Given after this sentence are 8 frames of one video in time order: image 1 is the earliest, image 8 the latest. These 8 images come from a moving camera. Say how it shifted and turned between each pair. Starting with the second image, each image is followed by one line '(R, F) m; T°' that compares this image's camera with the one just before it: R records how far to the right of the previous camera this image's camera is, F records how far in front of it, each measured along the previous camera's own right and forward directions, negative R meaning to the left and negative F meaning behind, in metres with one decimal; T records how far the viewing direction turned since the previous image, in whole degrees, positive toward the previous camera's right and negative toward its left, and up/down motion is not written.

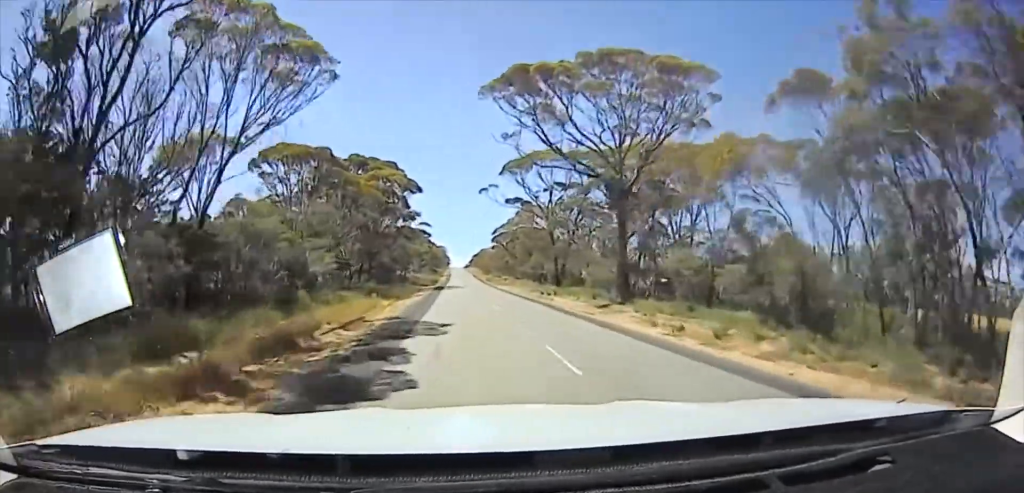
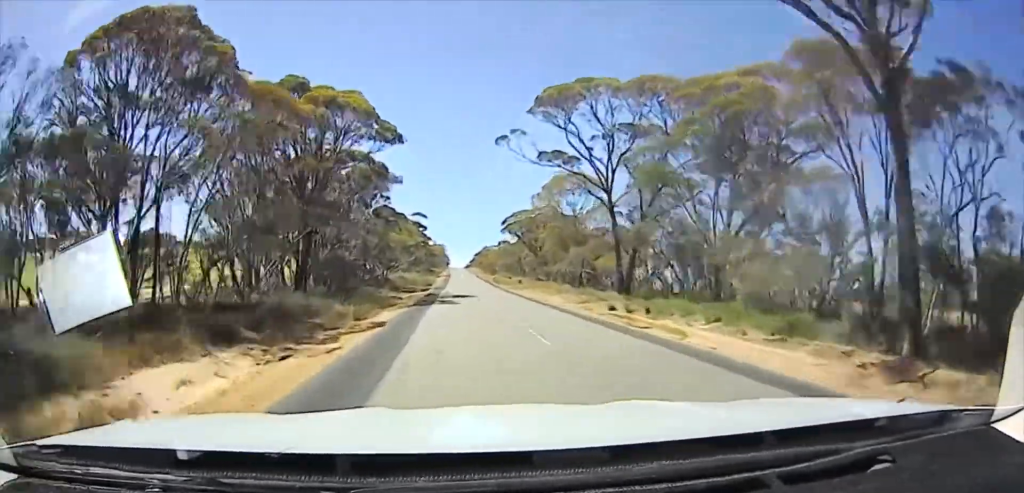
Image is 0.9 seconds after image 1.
(-0.2, +26.6) m; 0°
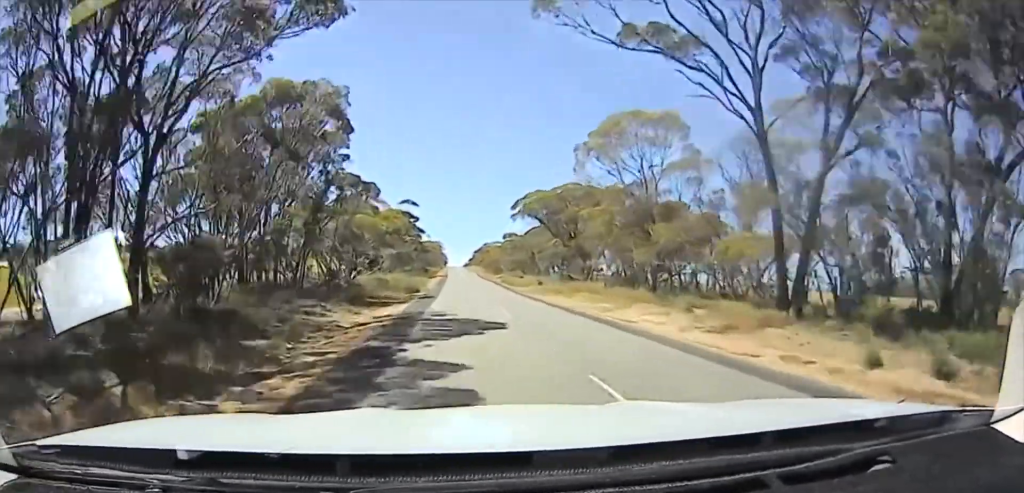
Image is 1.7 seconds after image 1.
(-0.1, +24.9) m; 0°
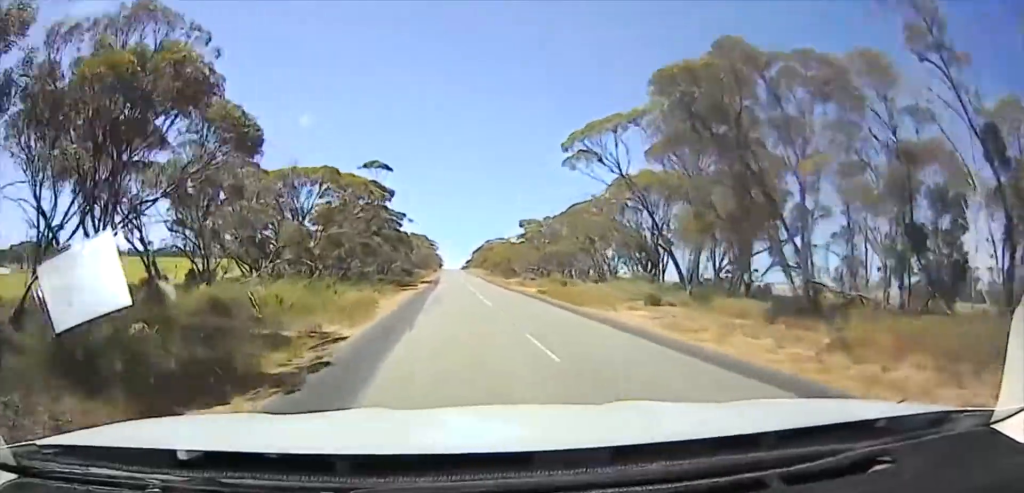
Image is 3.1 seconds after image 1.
(0.0, +43.3) m; 0°
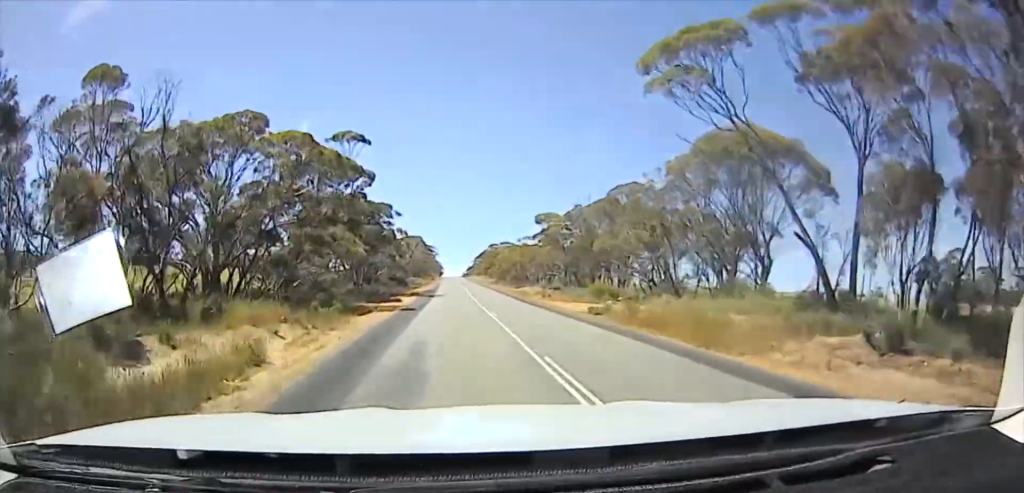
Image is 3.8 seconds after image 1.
(0.0, +17.6) m; 0°
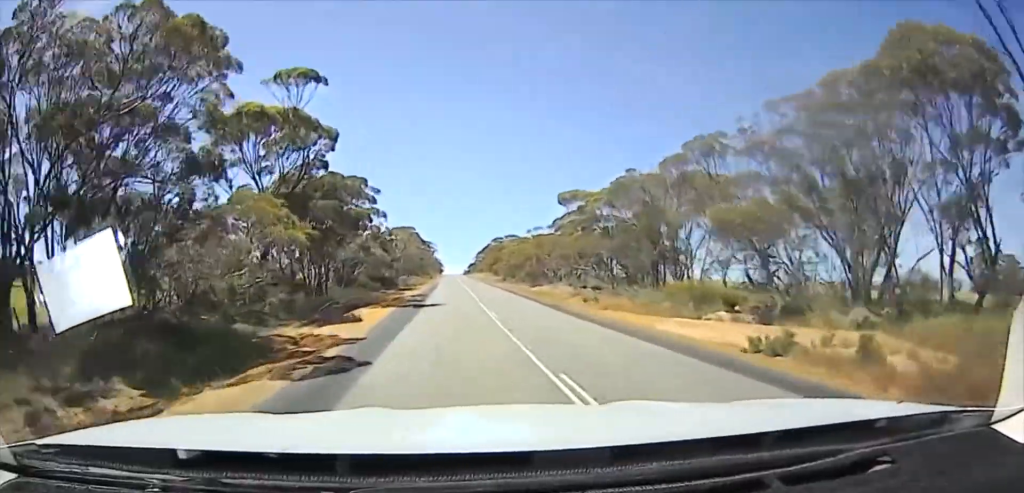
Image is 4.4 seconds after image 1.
(+0.1, +14.5) m; +1°
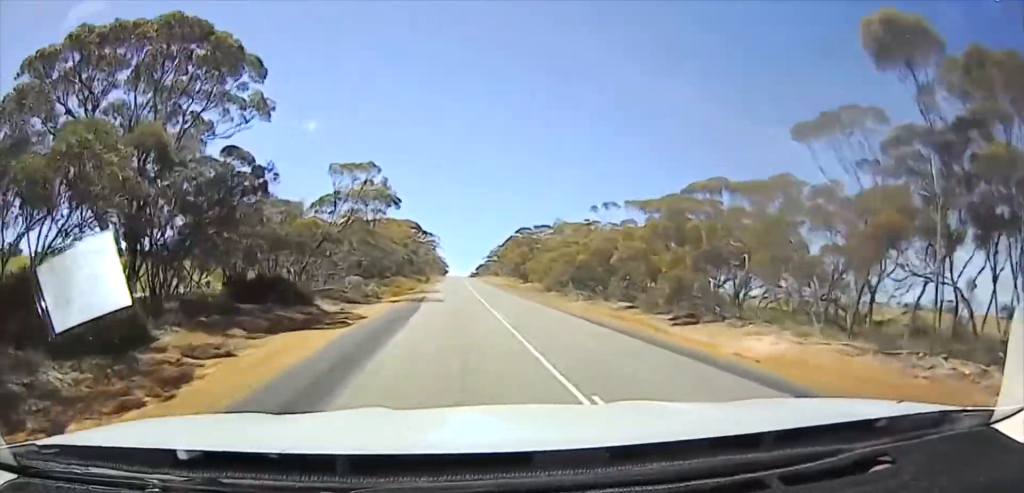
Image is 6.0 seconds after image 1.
(+0.4, +35.2) m; 0°
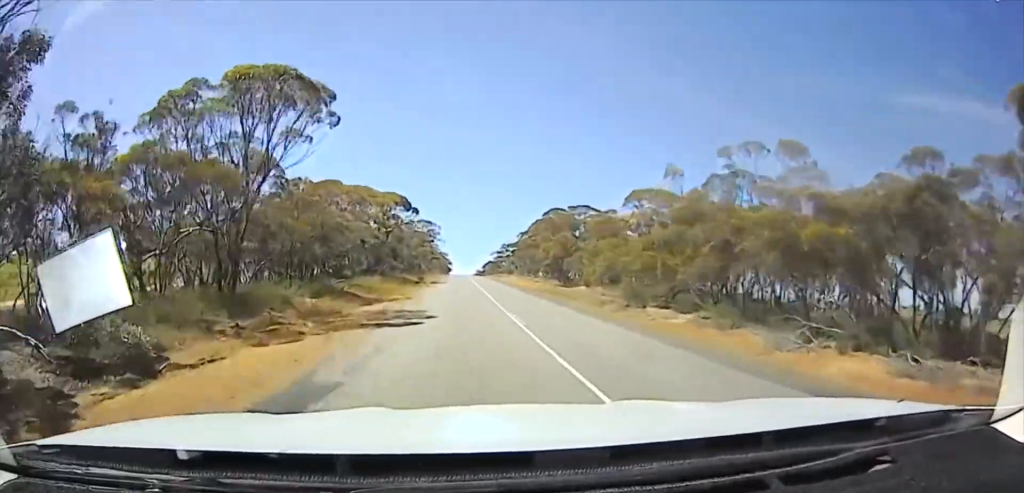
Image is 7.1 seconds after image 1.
(-0.5, +22.1) m; -3°
